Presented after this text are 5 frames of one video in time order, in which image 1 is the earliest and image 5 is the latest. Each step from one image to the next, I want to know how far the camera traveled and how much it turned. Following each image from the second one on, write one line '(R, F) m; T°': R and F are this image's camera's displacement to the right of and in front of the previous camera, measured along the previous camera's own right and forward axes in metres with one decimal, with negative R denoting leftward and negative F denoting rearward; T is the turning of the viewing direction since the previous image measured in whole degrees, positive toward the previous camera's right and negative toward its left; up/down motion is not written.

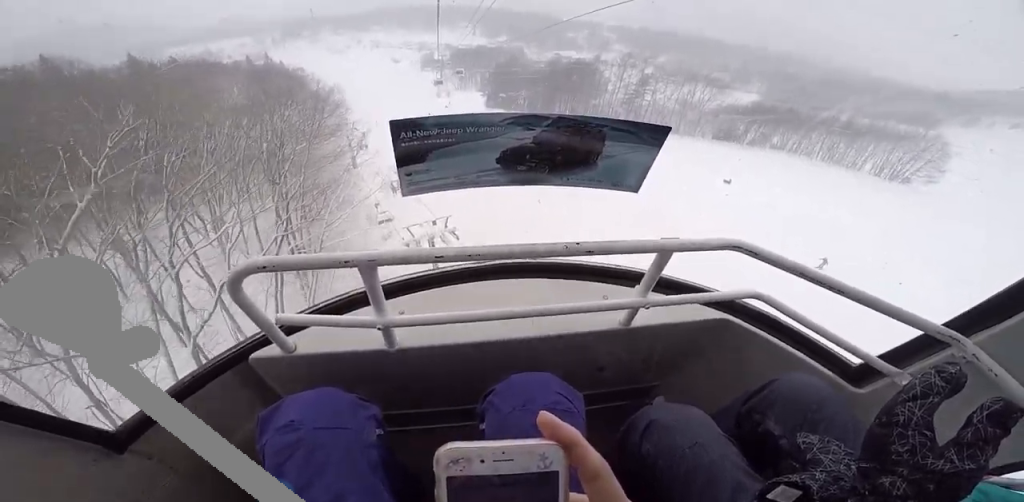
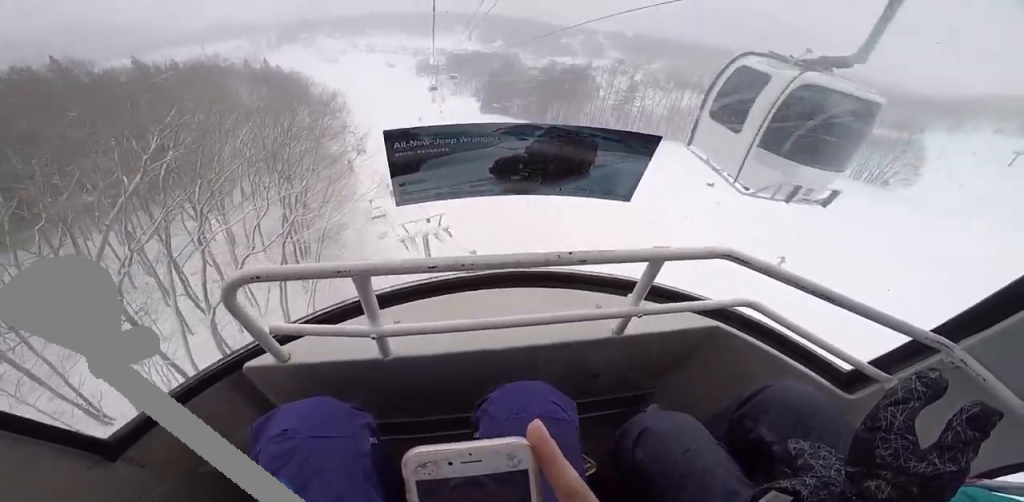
(+0.1, +2.0) m; +1°
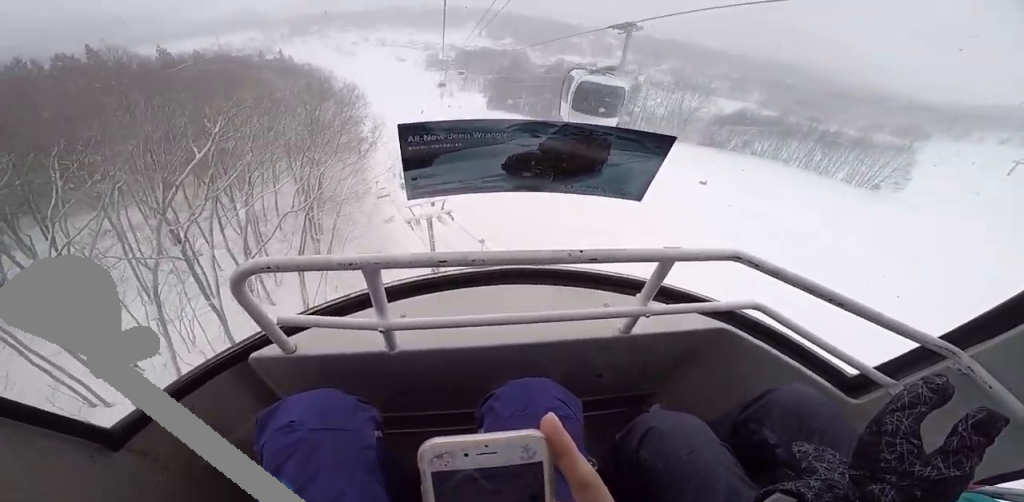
(+0.1, +3.1) m; -6°
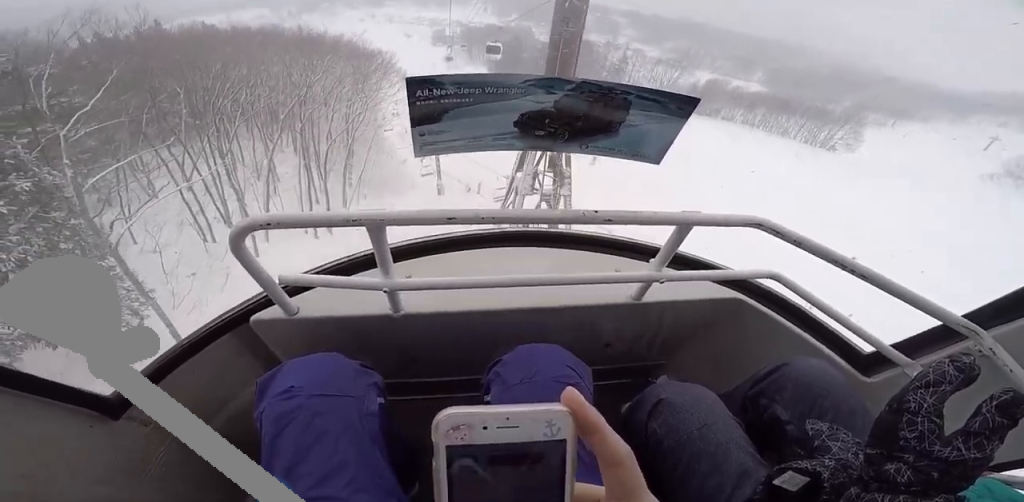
(-0.6, +13.0) m; -2°
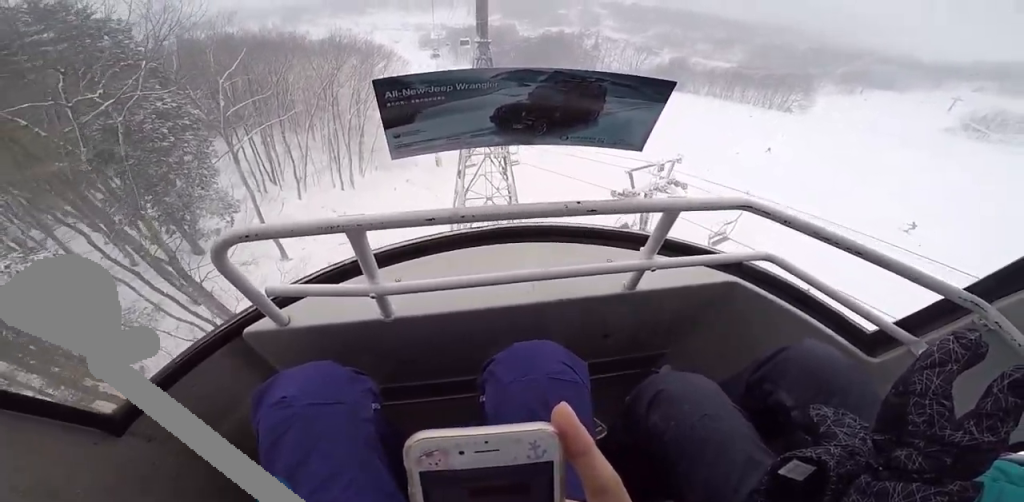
(-0.2, +11.3) m; -7°
